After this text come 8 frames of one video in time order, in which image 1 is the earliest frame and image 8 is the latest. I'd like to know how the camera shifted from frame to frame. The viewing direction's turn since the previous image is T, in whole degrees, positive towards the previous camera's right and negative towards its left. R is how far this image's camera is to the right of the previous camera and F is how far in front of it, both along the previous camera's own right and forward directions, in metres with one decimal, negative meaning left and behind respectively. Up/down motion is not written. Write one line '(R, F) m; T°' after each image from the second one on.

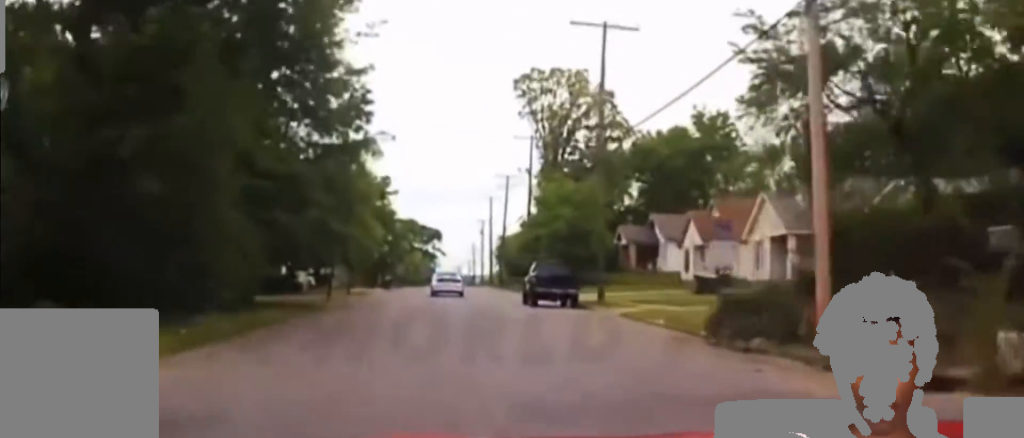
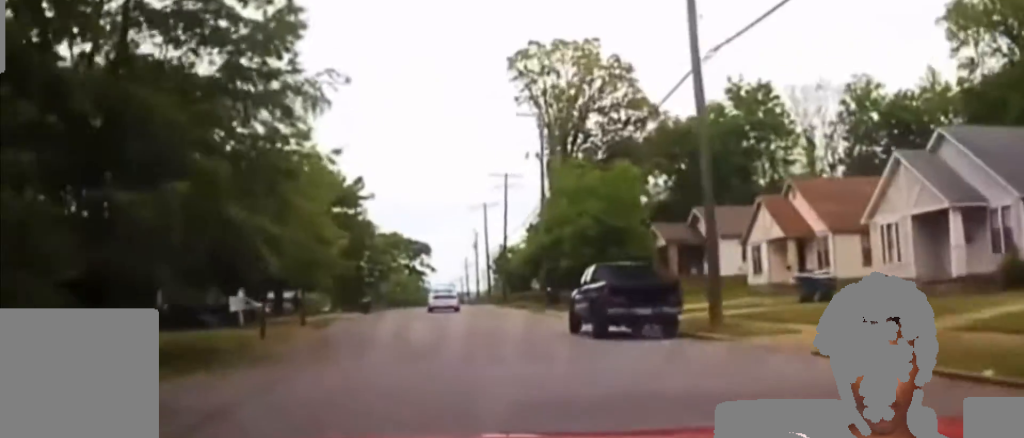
(0.0, +15.3) m; 0°
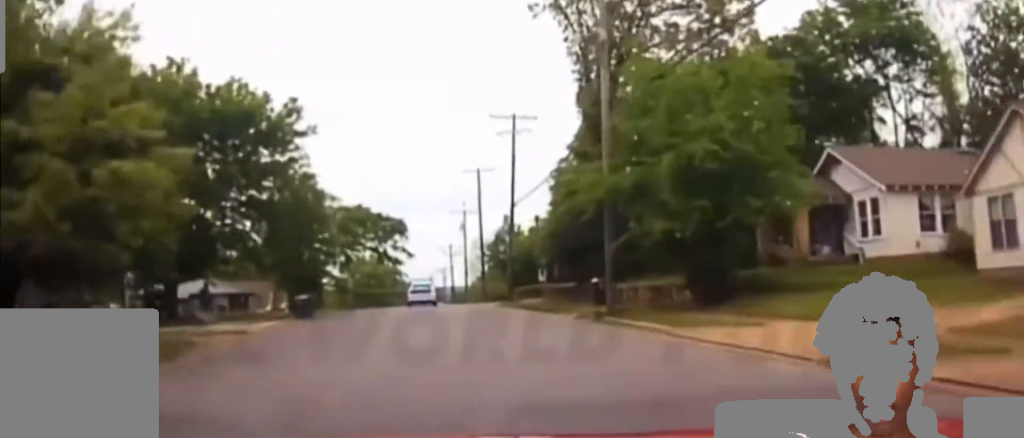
(+0.1, +21.5) m; 0°
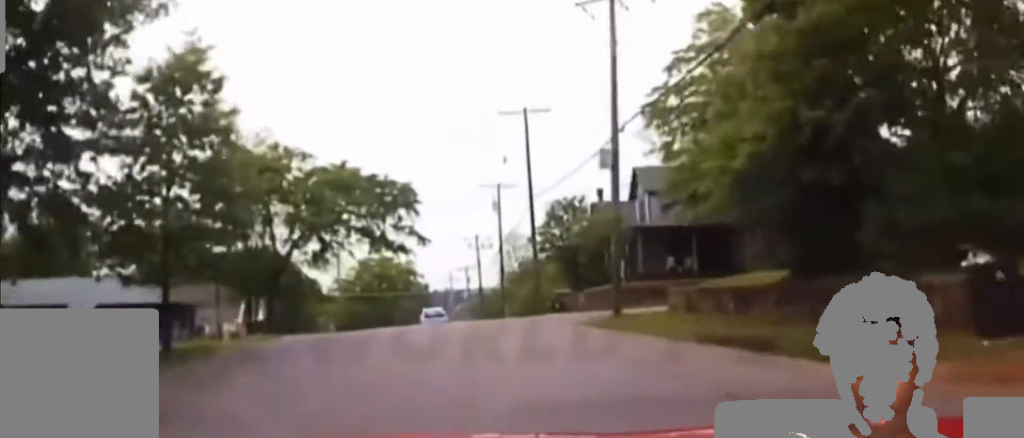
(+0.1, +24.9) m; +1°
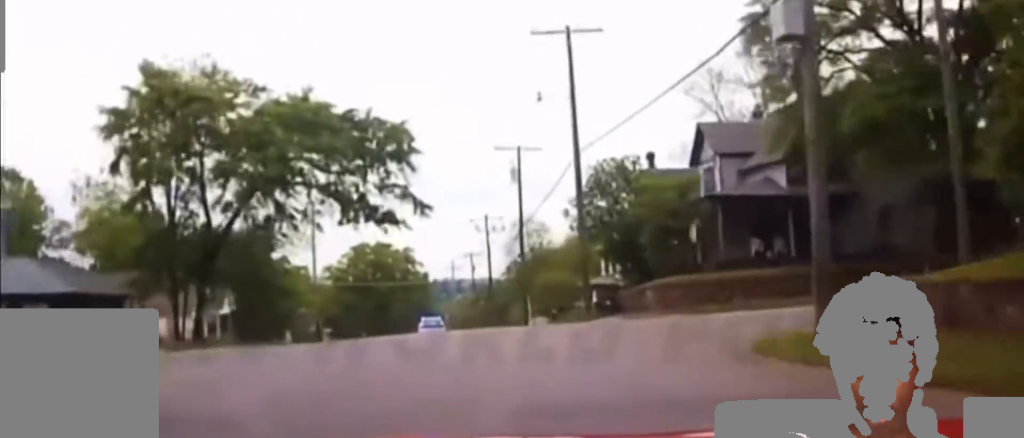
(+0.2, +13.1) m; 0°
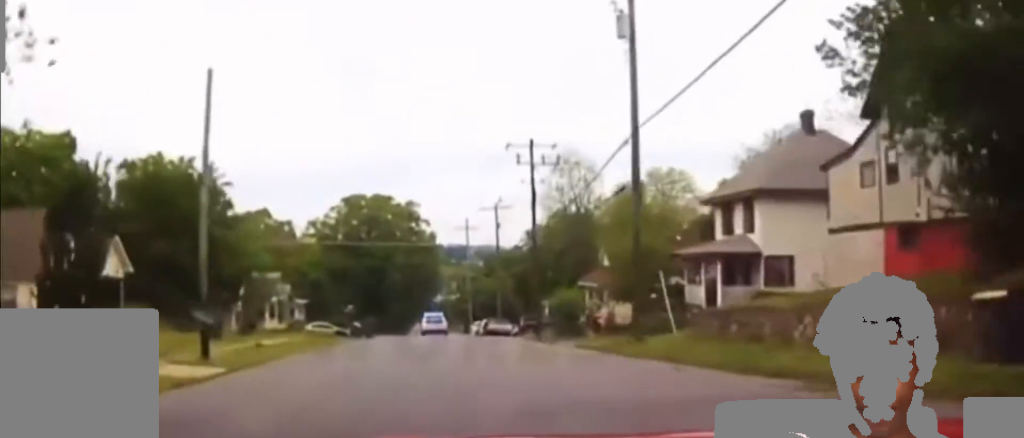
(-0.2, +27.1) m; -1°
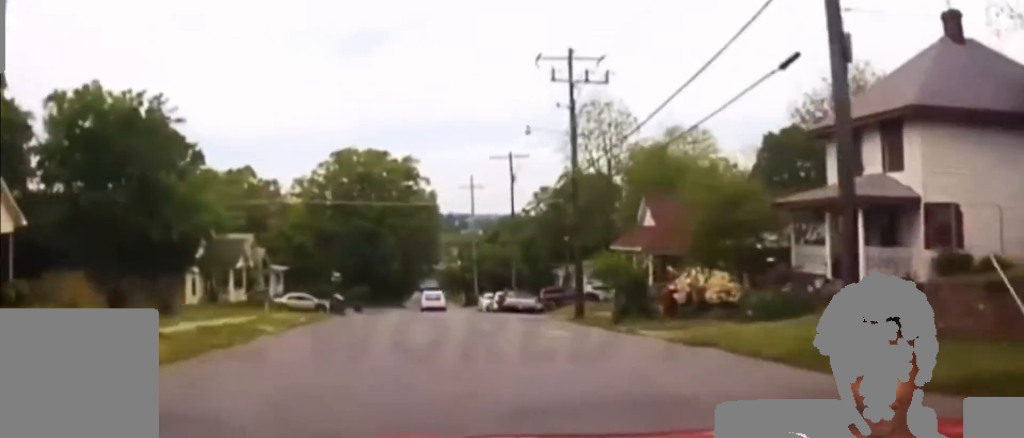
(-0.1, +13.3) m; 0°
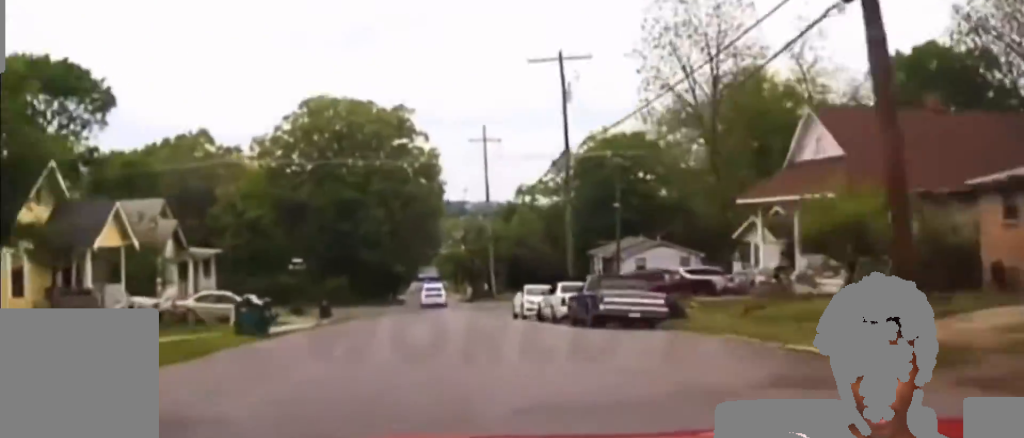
(-0.1, +23.4) m; 0°
